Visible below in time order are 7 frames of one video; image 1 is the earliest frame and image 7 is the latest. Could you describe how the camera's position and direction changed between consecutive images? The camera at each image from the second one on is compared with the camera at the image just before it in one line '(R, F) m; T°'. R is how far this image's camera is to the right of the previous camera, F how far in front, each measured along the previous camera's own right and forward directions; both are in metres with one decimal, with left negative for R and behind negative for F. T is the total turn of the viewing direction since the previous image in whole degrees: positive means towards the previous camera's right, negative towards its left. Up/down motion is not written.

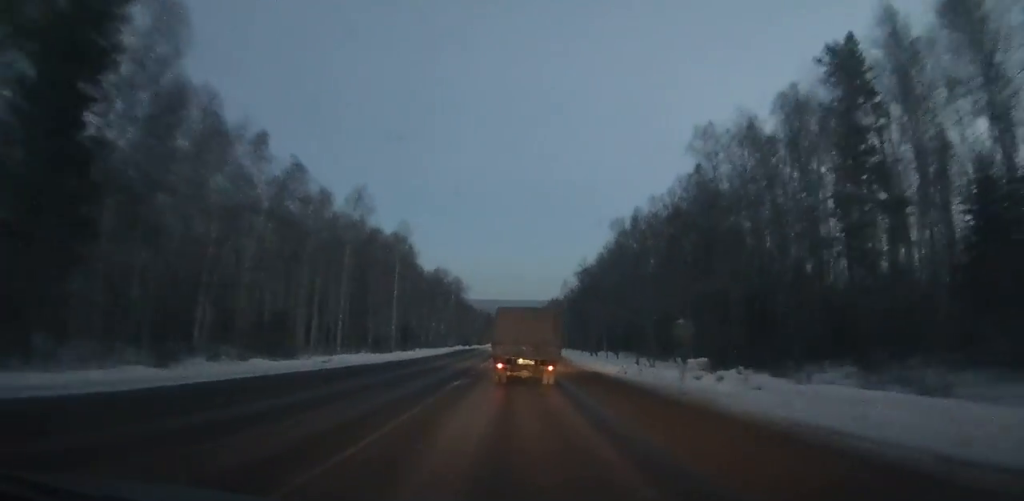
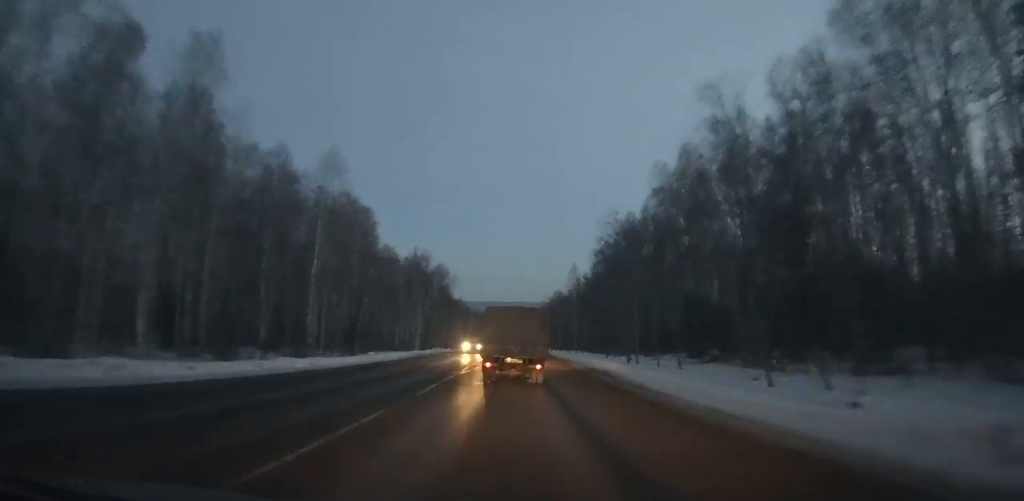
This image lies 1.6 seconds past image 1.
(+0.2, +28.5) m; 0°
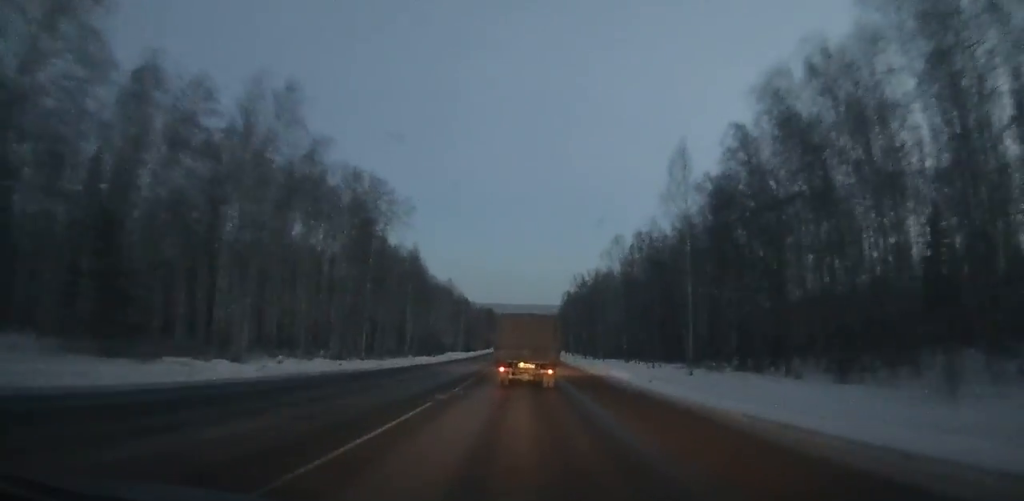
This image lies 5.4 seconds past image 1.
(-0.2, +69.0) m; 0°
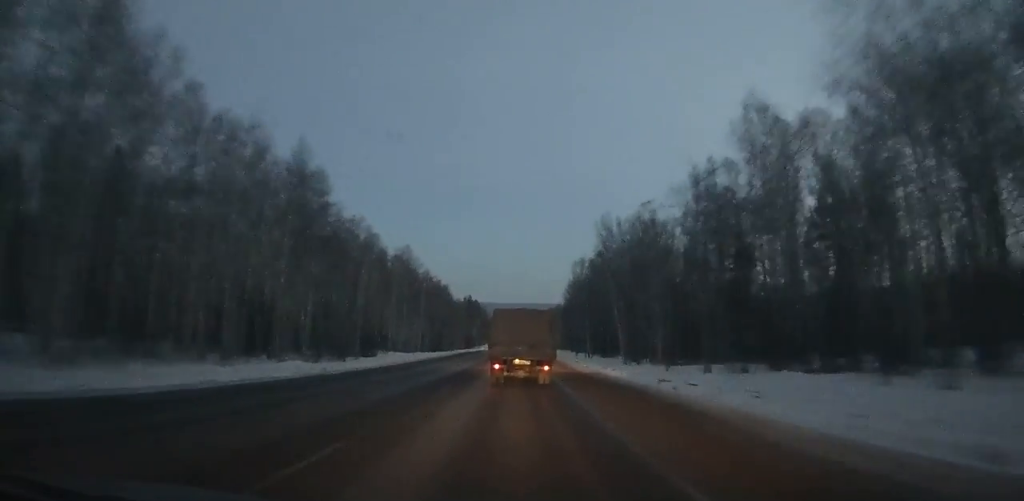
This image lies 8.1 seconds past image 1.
(+0.2, +49.8) m; 0°
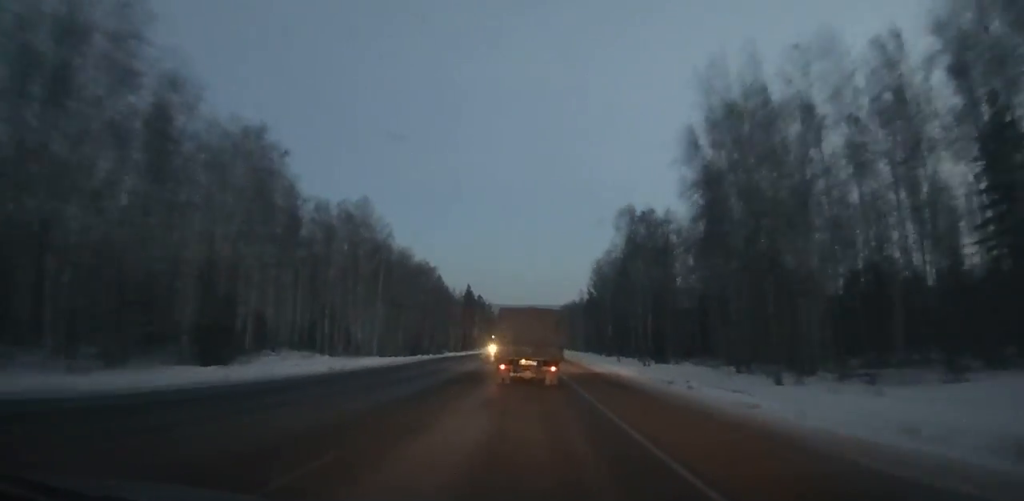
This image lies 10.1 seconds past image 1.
(0.0, +36.8) m; 0°
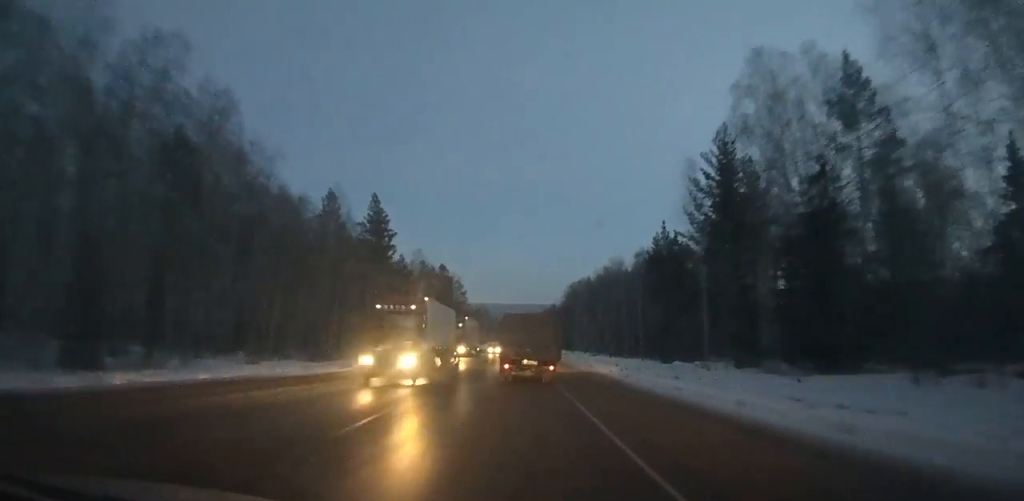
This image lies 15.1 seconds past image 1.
(+0.8, +90.9) m; +1°
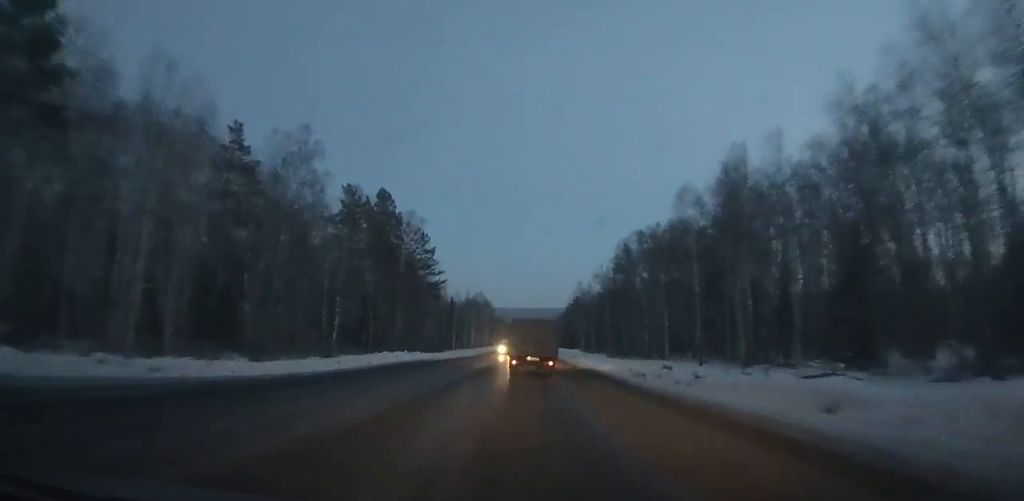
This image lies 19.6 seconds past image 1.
(-1.0, +81.6) m; -1°
